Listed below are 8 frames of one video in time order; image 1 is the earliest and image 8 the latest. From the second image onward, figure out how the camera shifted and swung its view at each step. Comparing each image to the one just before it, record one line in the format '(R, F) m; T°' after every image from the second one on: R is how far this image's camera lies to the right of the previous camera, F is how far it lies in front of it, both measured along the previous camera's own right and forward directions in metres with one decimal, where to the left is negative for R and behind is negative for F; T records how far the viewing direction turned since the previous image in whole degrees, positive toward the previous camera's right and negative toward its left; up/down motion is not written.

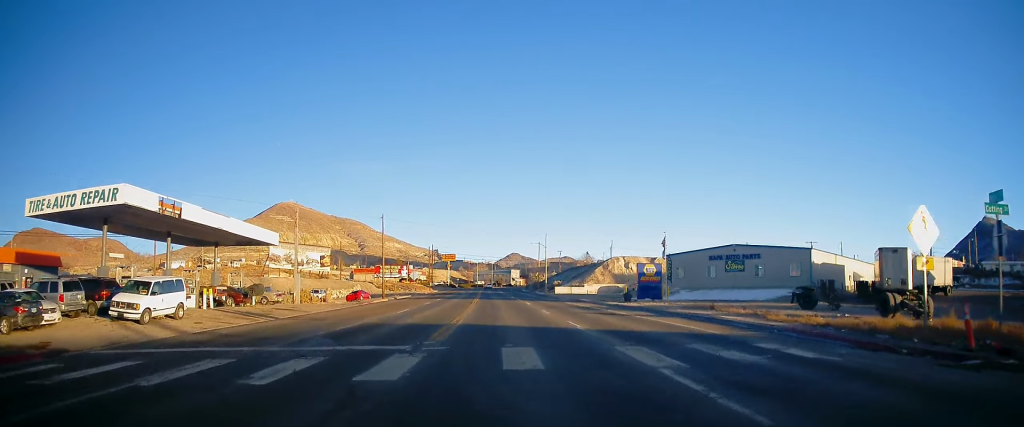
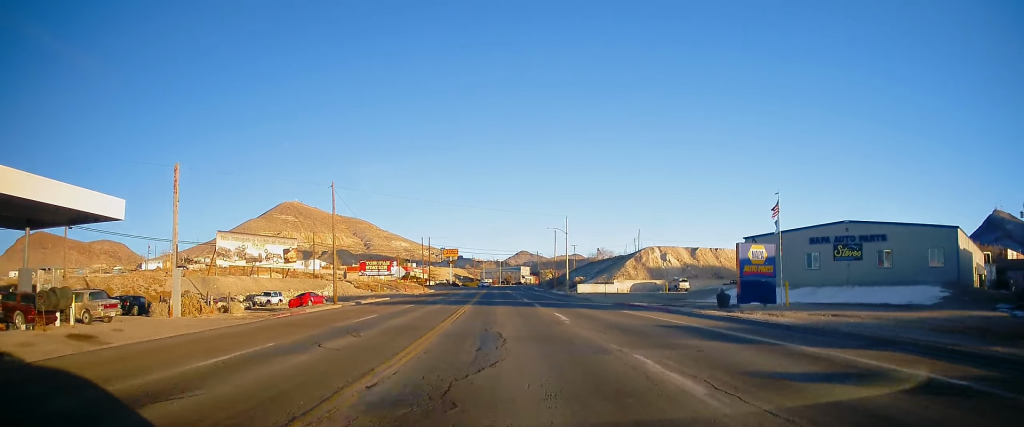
(-1.1, +21.5) m; -4°
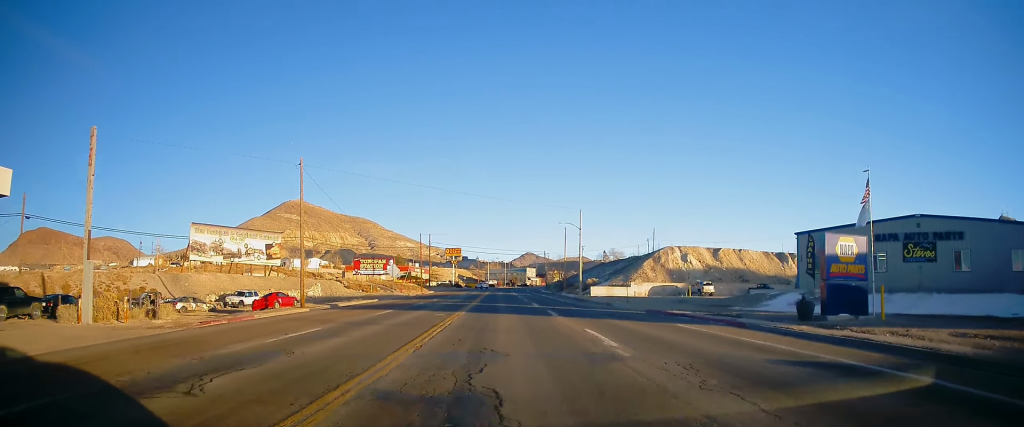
(-0.1, +8.5) m; 0°
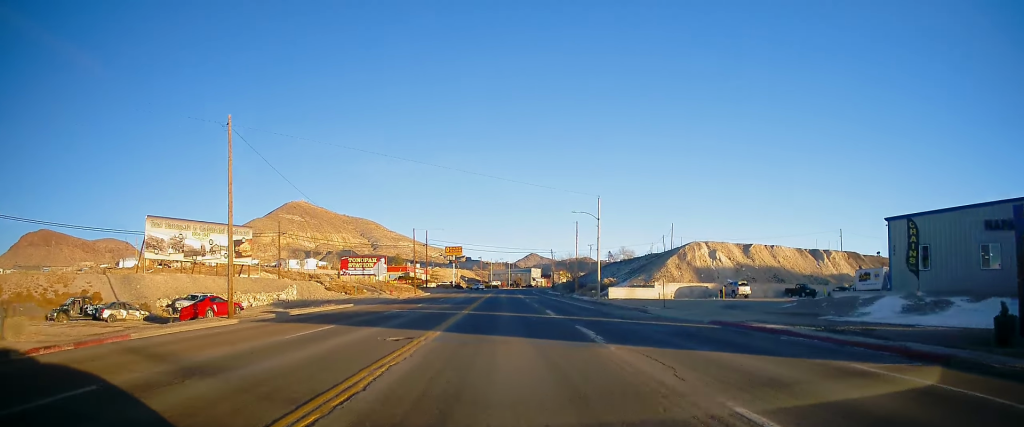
(+0.3, +10.6) m; +2°
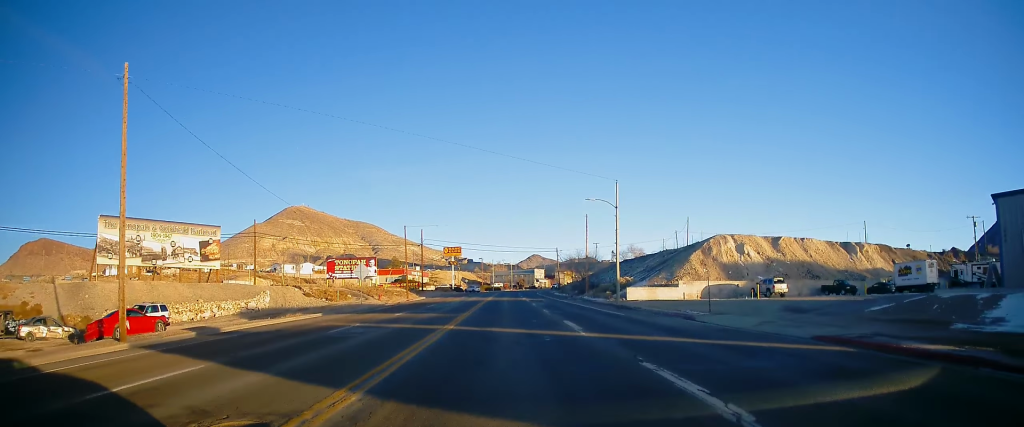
(+0.1, +8.7) m; 0°
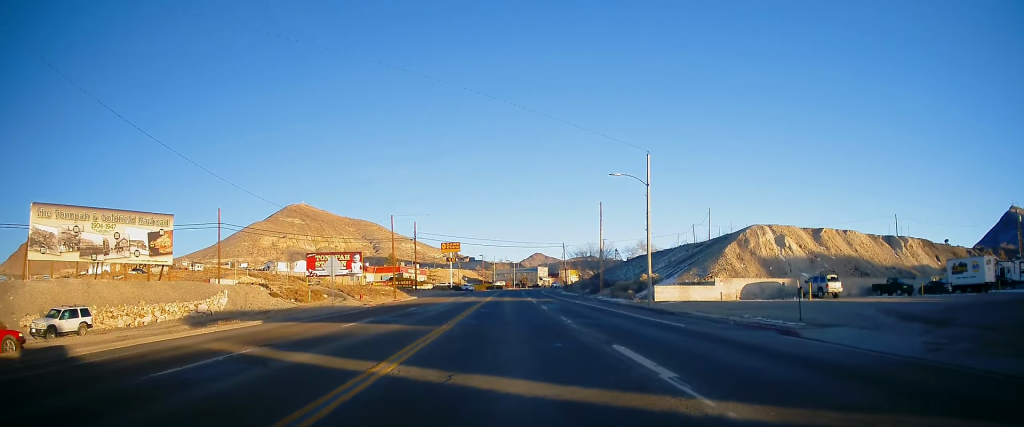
(-0.1, +10.0) m; -1°
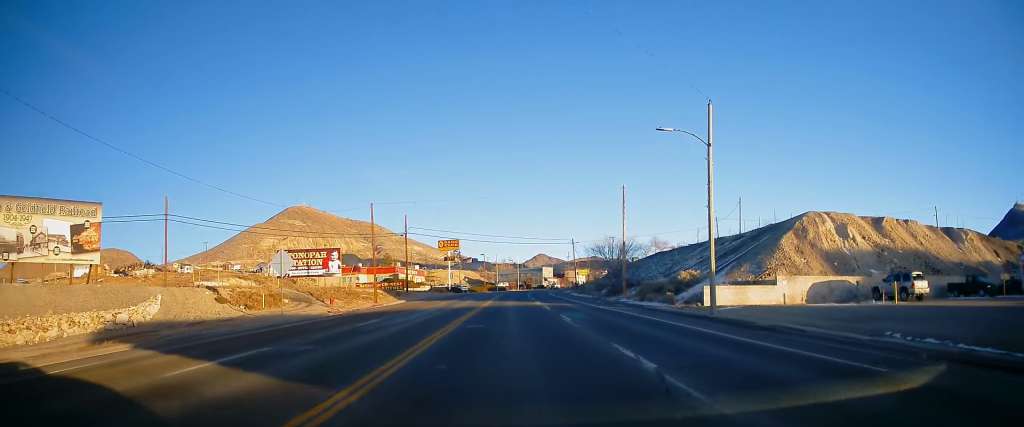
(-0.2, +11.4) m; -1°
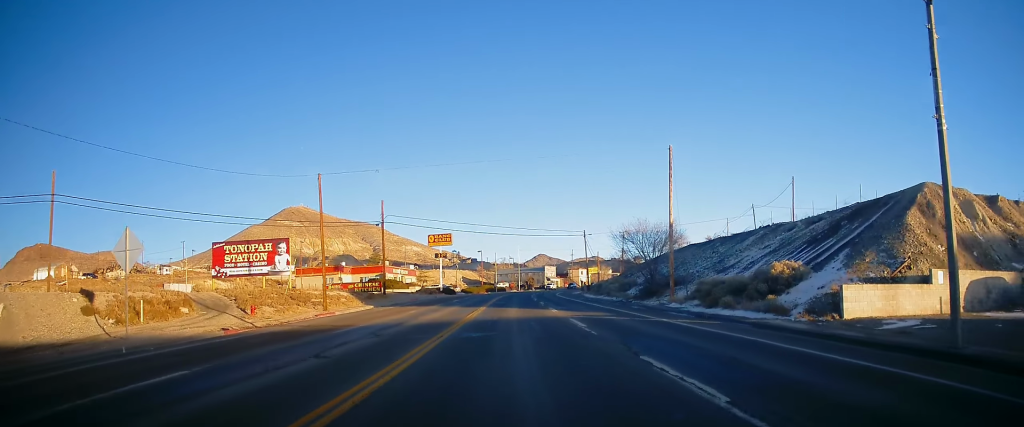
(0.0, +15.6) m; +1°
